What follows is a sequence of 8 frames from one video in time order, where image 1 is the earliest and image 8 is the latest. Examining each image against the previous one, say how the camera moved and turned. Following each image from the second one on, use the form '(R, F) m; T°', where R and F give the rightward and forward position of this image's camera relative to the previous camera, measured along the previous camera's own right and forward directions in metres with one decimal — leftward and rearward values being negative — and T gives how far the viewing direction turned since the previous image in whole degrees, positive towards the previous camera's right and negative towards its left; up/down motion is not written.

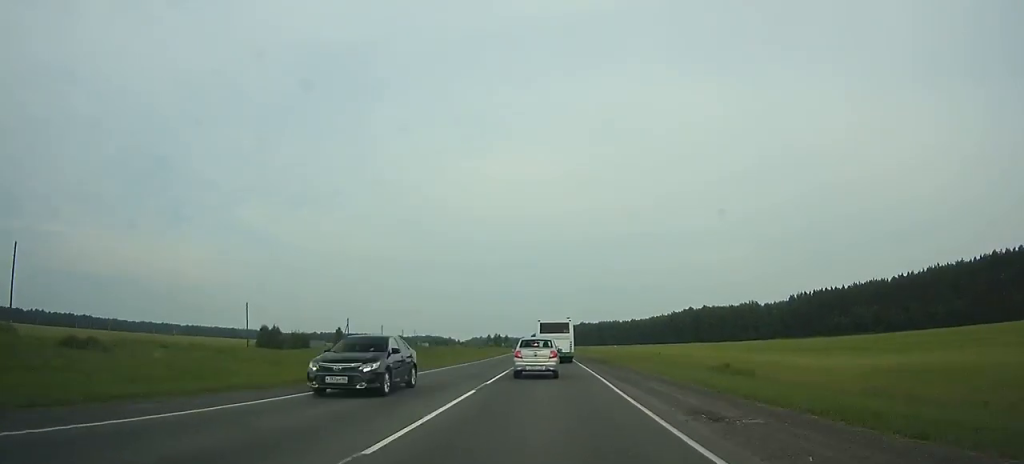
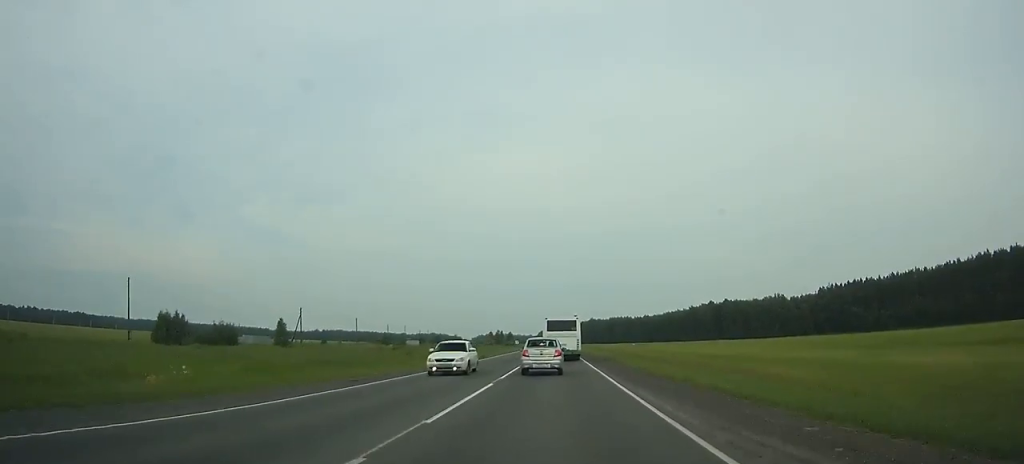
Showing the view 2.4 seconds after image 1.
(-0.3, +31.8) m; 0°
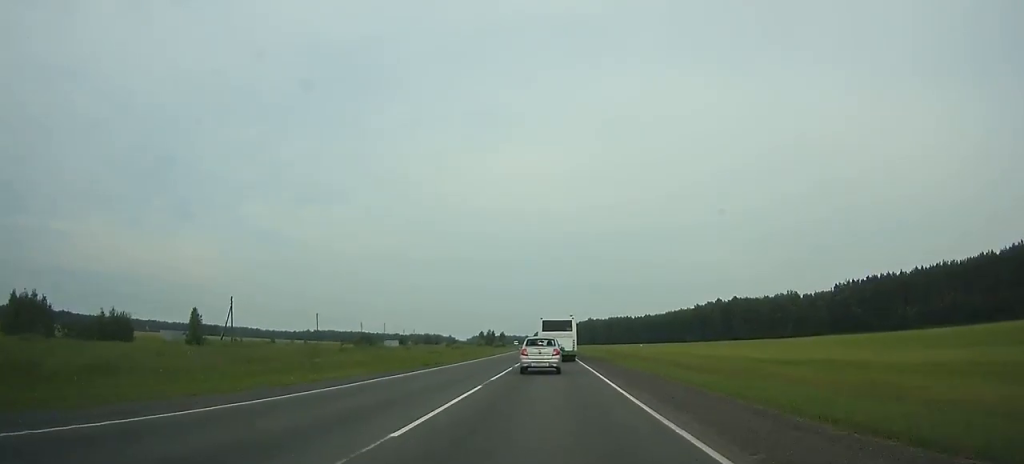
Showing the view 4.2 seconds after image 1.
(+0.1, +23.8) m; 0°
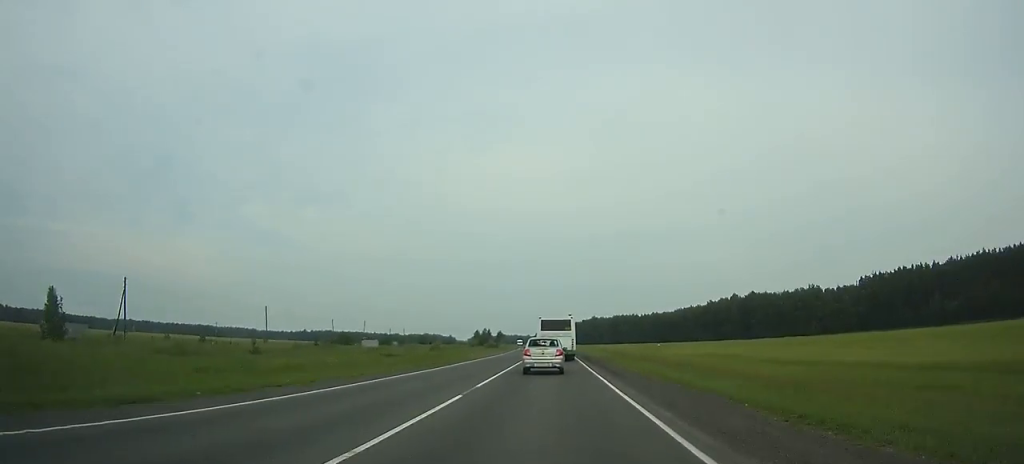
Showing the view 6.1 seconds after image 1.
(0.0, +25.5) m; 0°
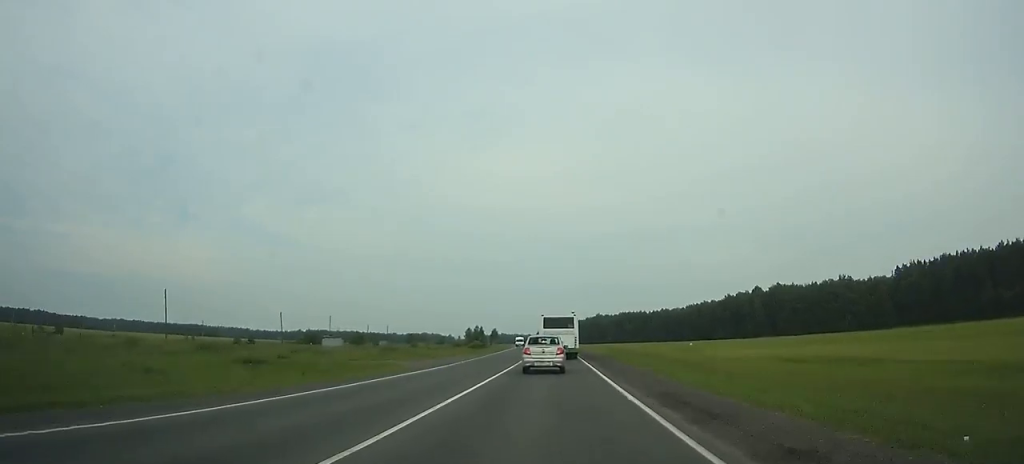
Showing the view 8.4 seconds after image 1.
(0.0, +31.6) m; 0°
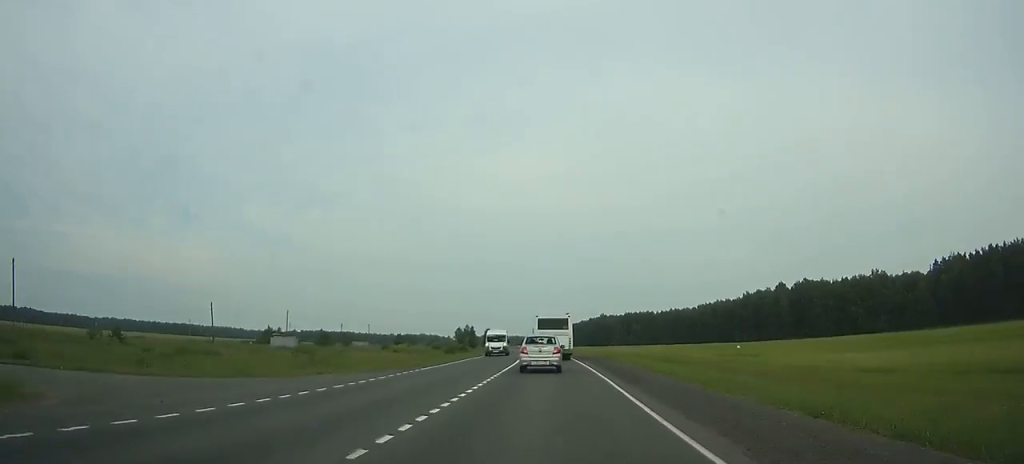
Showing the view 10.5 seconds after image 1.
(+0.1, +30.2) m; -1°
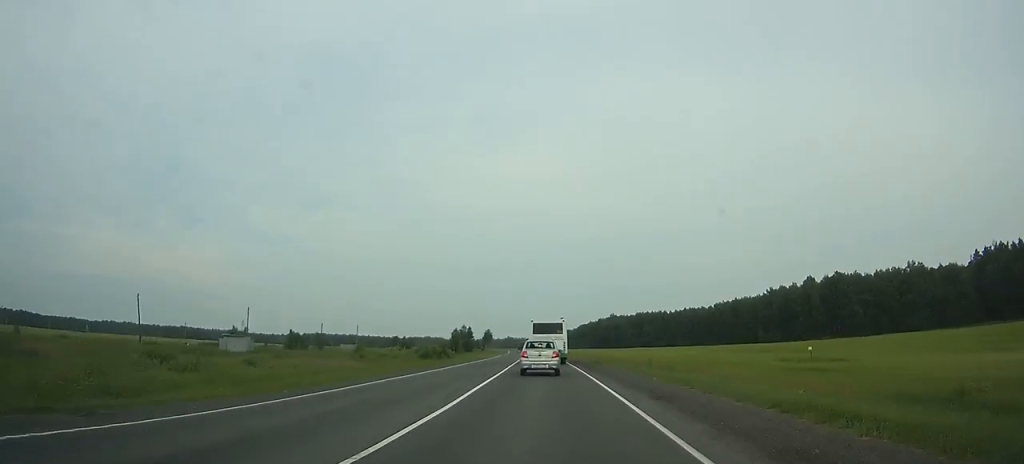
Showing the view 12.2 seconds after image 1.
(-0.2, +24.2) m; -1°
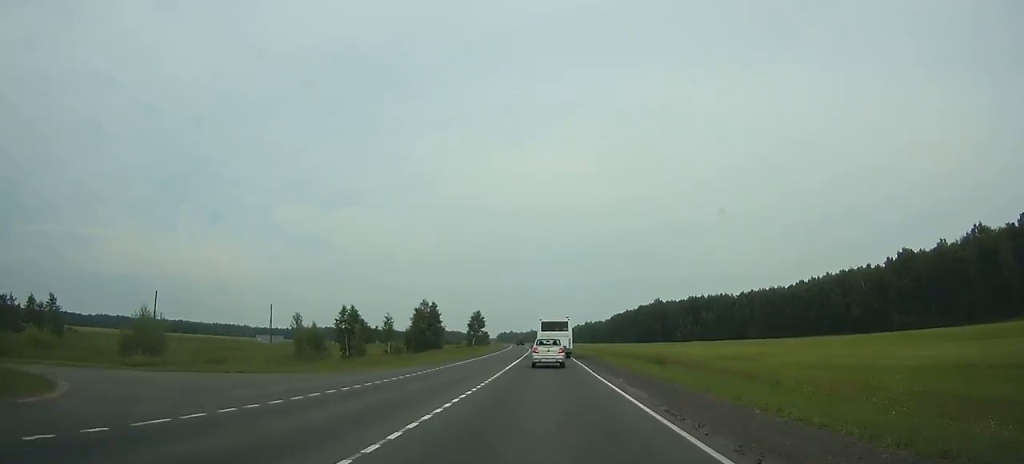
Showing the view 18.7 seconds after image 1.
(-2.3, +89.9) m; -3°
